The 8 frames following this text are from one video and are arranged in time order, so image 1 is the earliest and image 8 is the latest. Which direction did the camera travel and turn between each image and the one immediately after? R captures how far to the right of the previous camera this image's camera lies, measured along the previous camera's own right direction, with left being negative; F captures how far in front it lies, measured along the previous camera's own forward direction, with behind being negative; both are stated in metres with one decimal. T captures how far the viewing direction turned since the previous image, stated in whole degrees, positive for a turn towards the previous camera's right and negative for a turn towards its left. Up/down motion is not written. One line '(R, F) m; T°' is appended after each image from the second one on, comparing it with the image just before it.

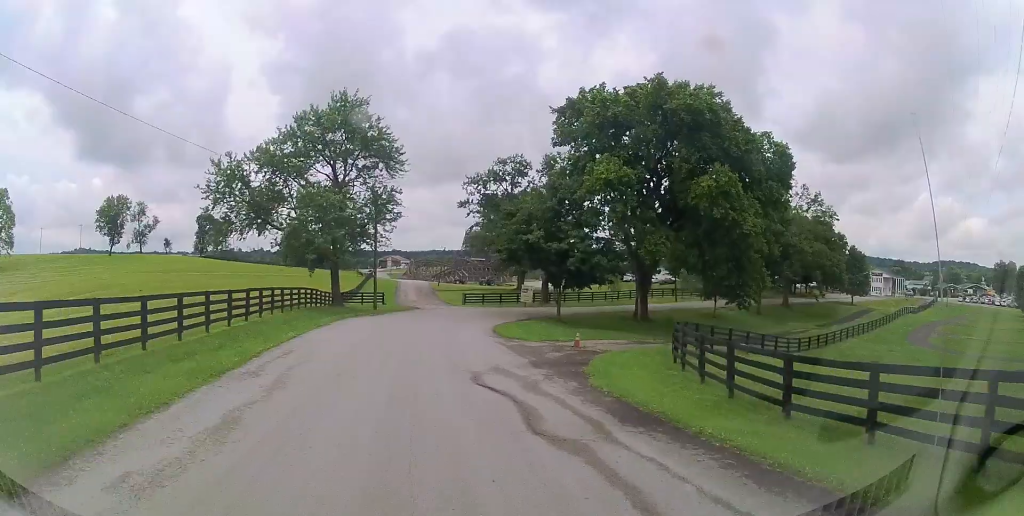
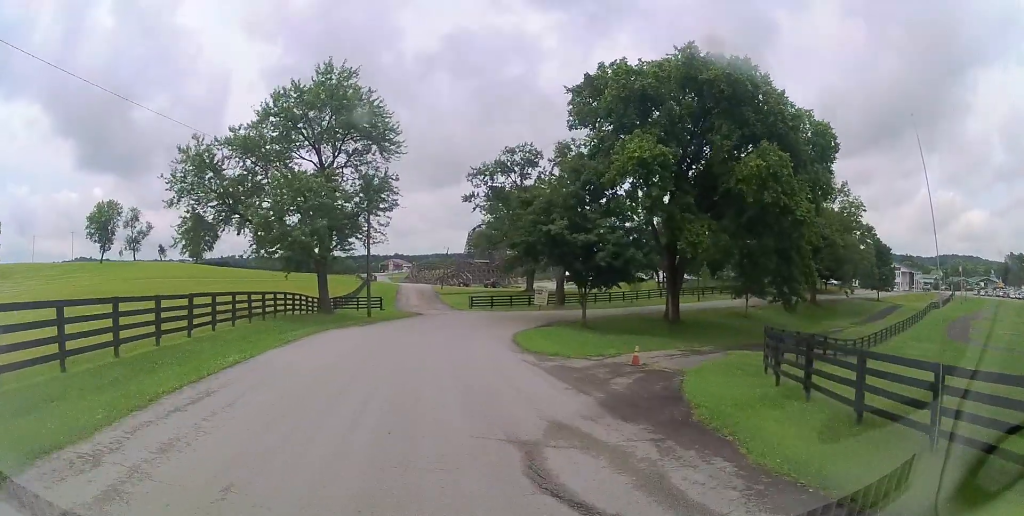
(0.0, +5.5) m; +2°
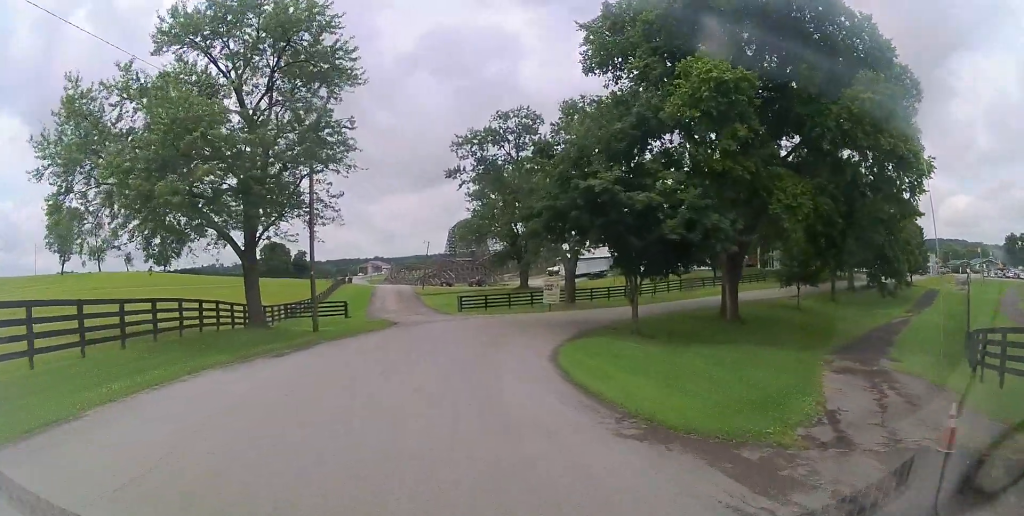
(+0.5, +9.5) m; +6°
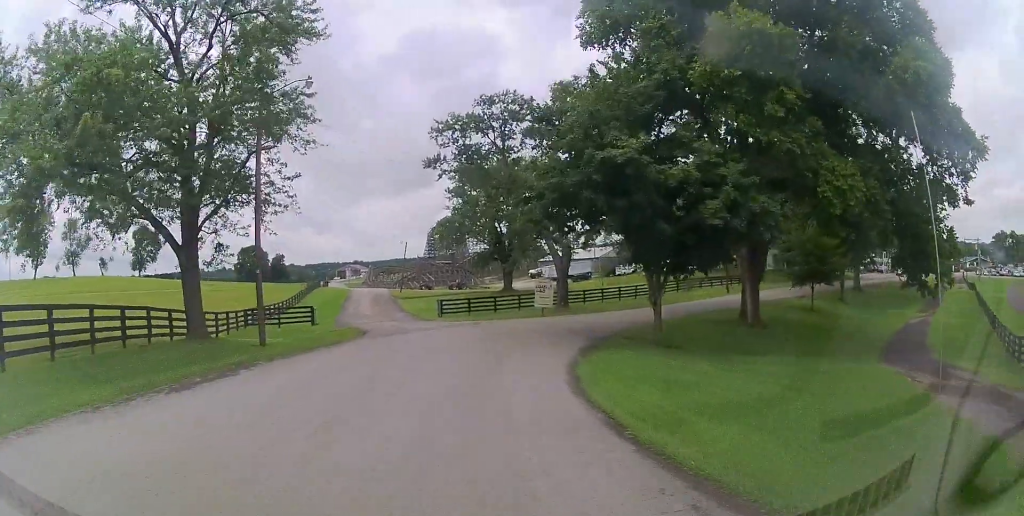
(+0.2, +3.4) m; +3°
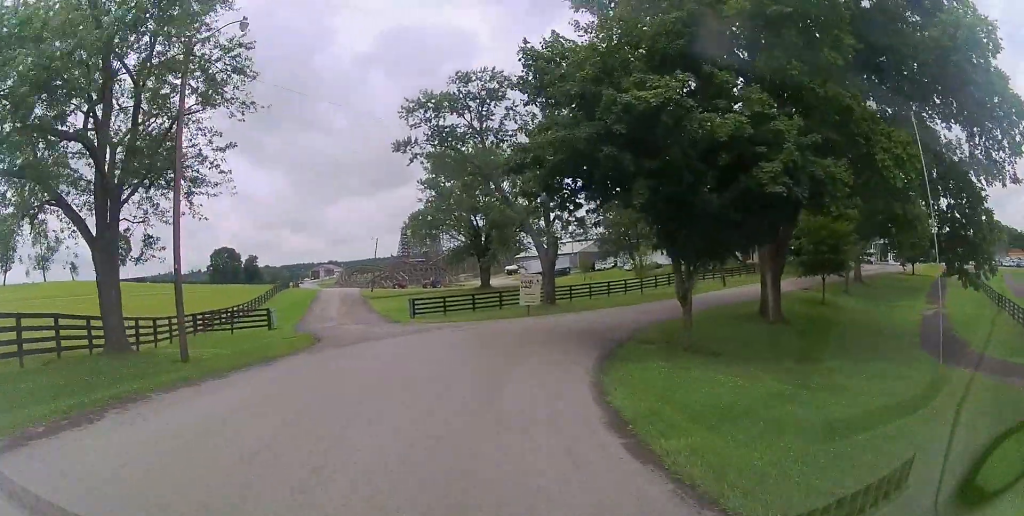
(+0.1, +3.0) m; -2°
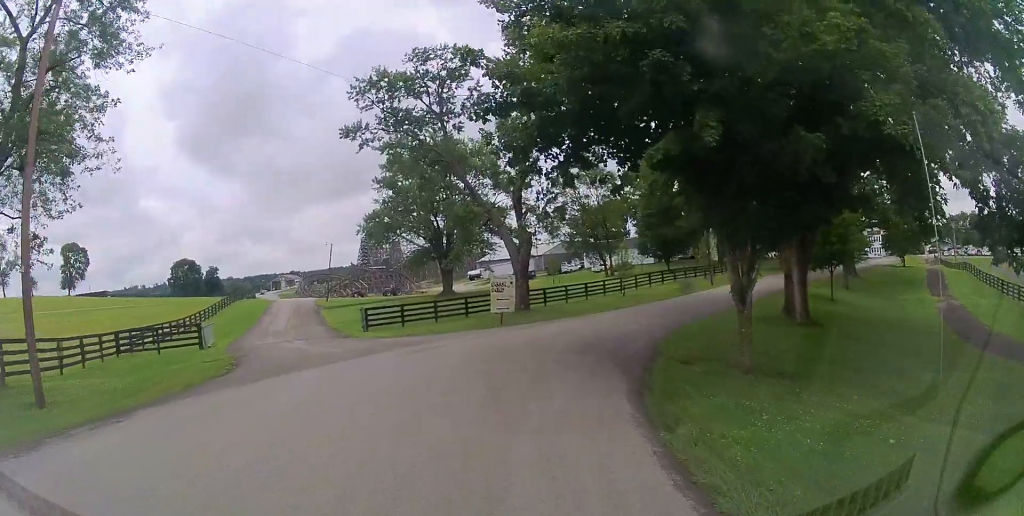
(-0.2, +2.8) m; +1°
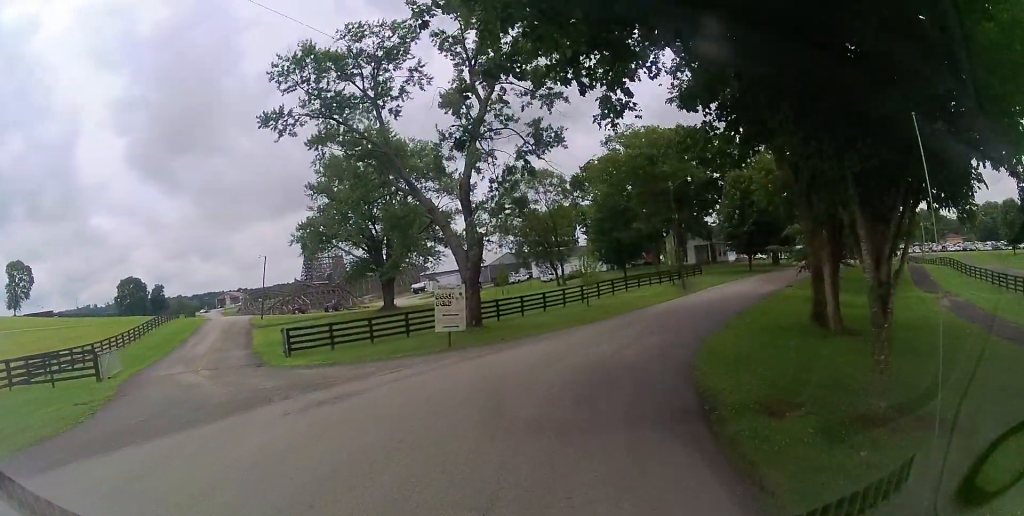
(+0.5, +2.0) m; +3°
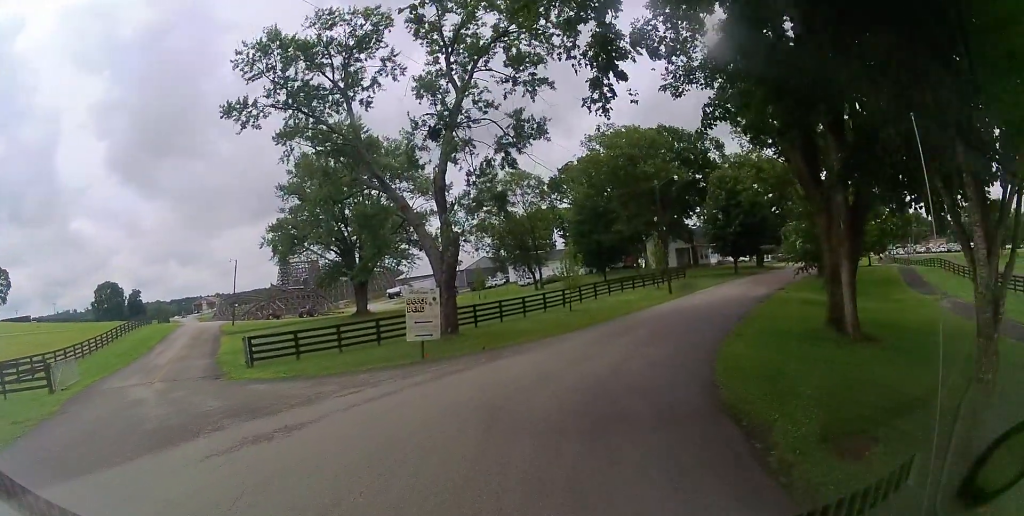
(0.0, +0.9) m; 0°
